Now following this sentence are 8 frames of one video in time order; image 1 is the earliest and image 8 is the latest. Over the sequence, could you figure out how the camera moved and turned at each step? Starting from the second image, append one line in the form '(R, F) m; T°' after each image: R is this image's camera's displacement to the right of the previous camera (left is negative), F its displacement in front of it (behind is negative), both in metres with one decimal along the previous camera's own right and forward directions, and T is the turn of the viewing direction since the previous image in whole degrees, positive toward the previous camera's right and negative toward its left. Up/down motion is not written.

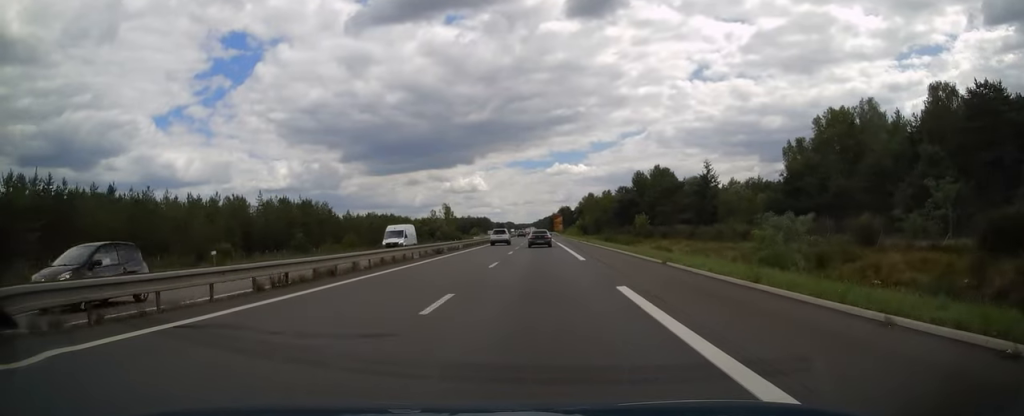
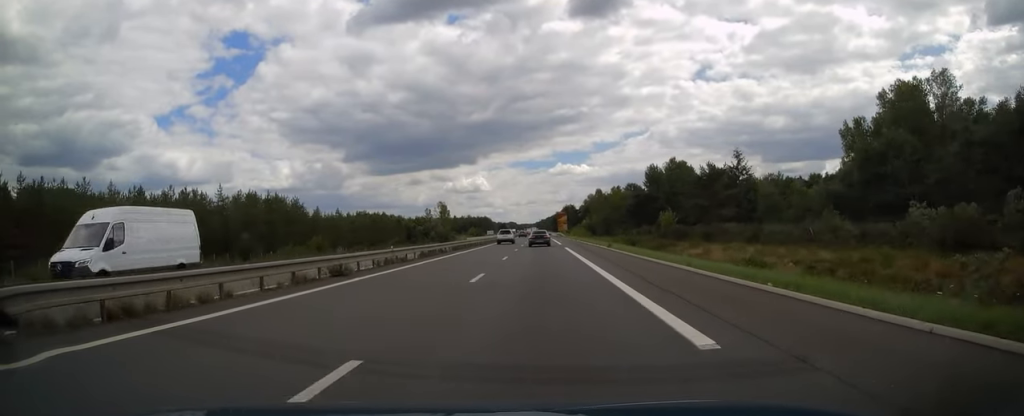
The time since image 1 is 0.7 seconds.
(-0.1, +19.8) m; 0°
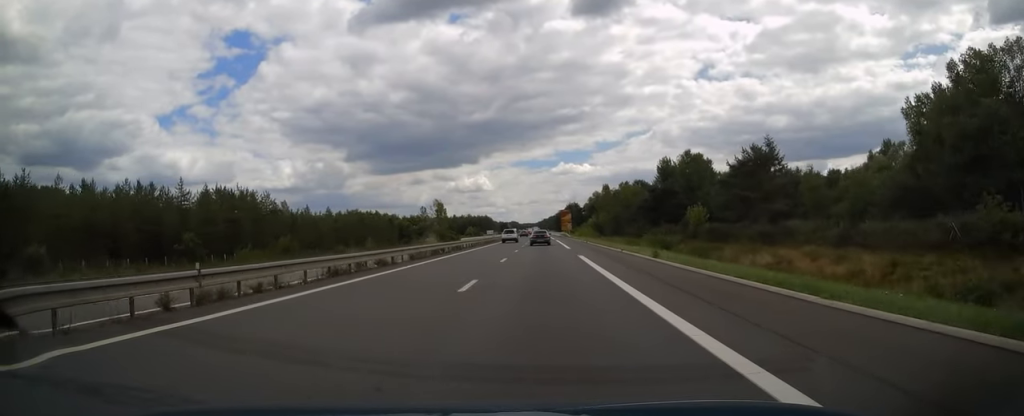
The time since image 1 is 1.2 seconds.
(0.0, +15.3) m; 0°
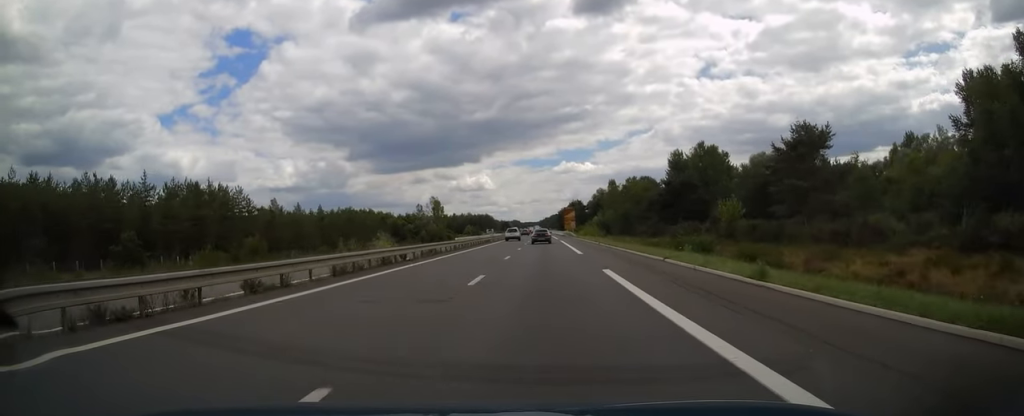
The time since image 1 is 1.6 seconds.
(0.0, +11.8) m; 0°
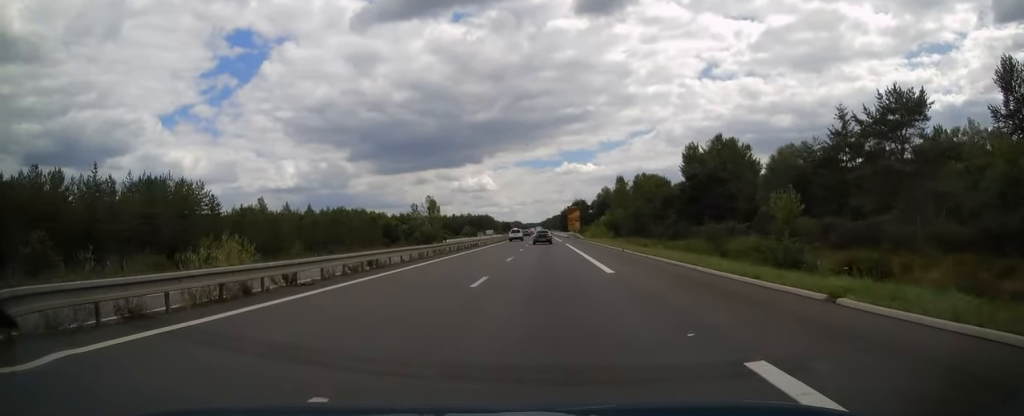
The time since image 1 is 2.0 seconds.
(0.0, +13.3) m; 0°
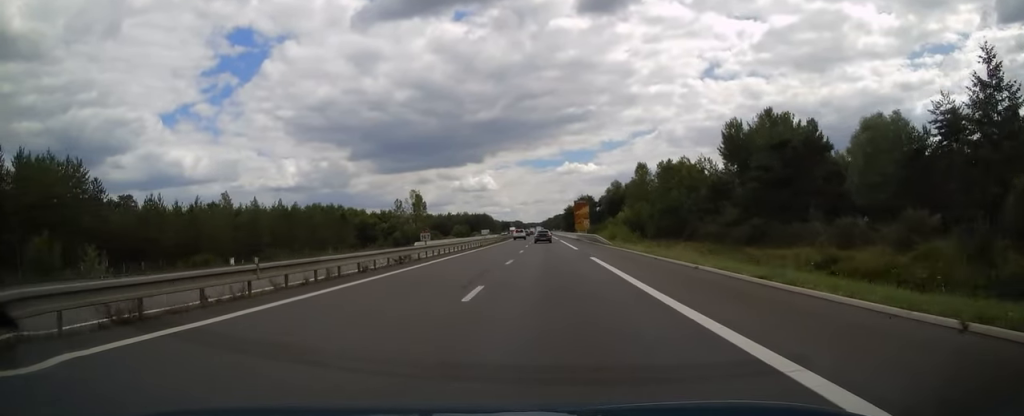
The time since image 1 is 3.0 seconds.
(-0.1, +29.0) m; 0°
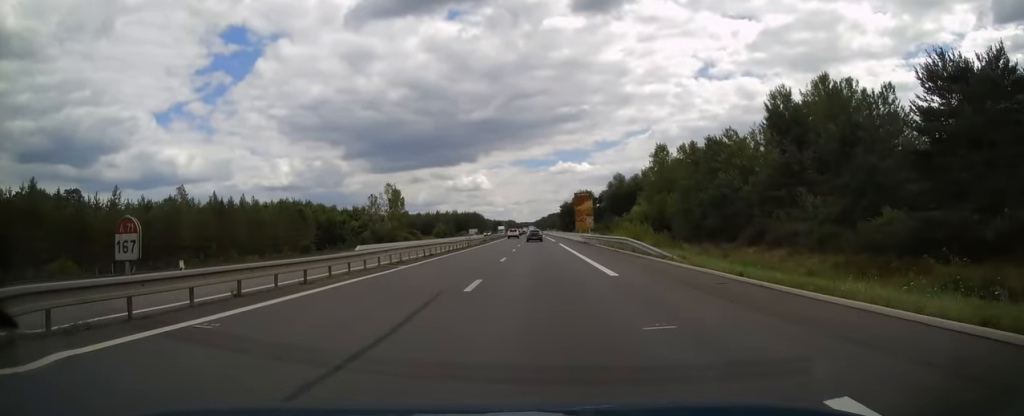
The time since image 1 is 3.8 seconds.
(-0.1, +24.1) m; 0°
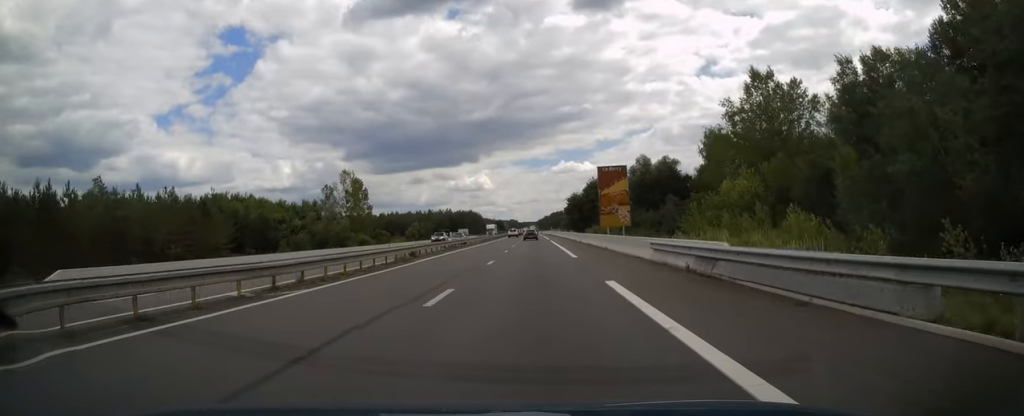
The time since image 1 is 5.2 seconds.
(+0.2, +41.4) m; 0°
